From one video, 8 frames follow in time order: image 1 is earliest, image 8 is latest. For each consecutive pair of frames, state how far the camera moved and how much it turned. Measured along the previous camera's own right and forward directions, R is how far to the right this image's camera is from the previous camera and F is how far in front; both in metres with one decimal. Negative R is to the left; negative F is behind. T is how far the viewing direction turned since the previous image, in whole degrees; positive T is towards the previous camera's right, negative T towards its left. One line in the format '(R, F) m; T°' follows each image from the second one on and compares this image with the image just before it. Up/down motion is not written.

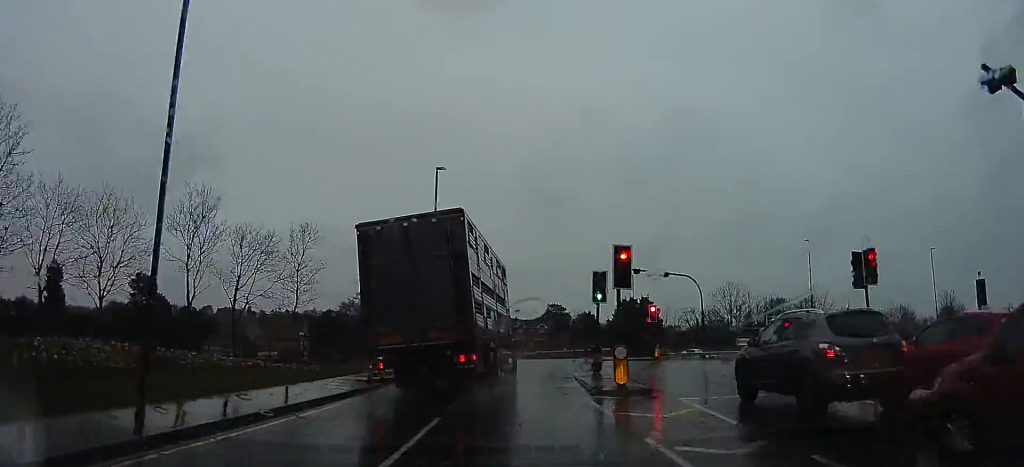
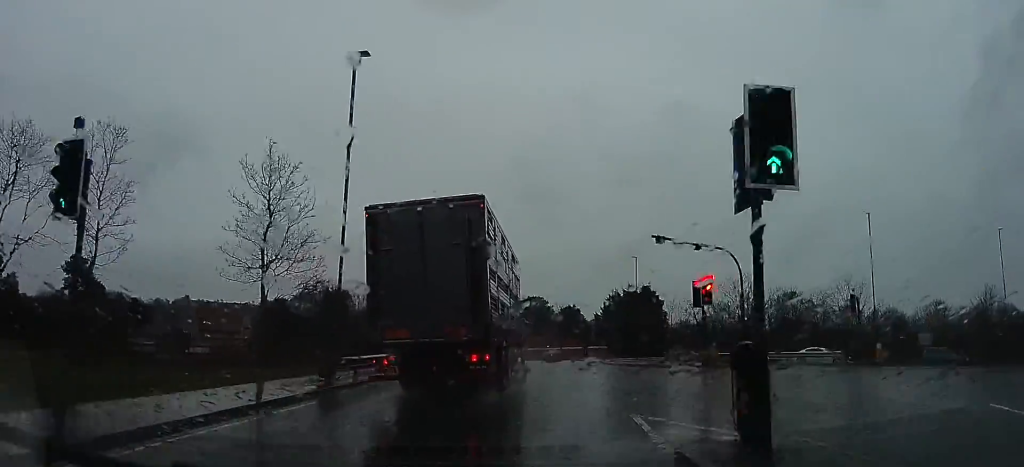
(0.0, +13.4) m; 0°
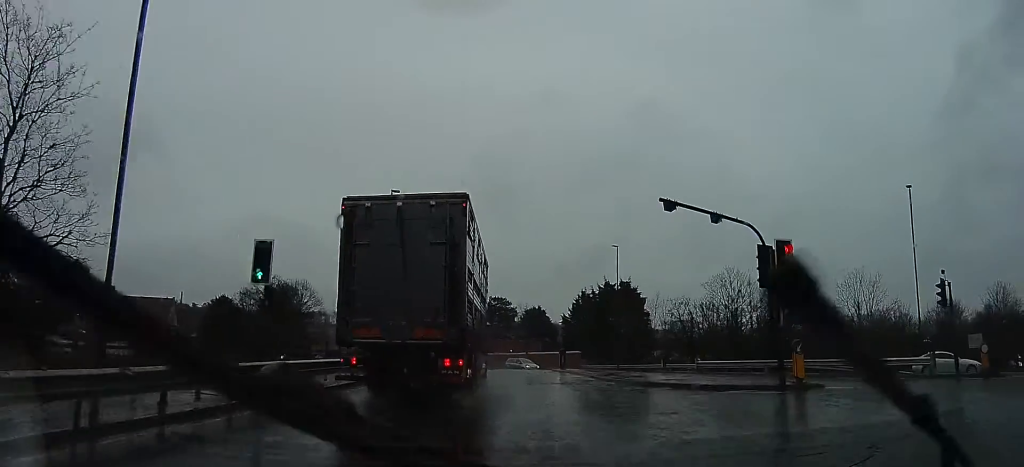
(0.0, +9.9) m; +2°
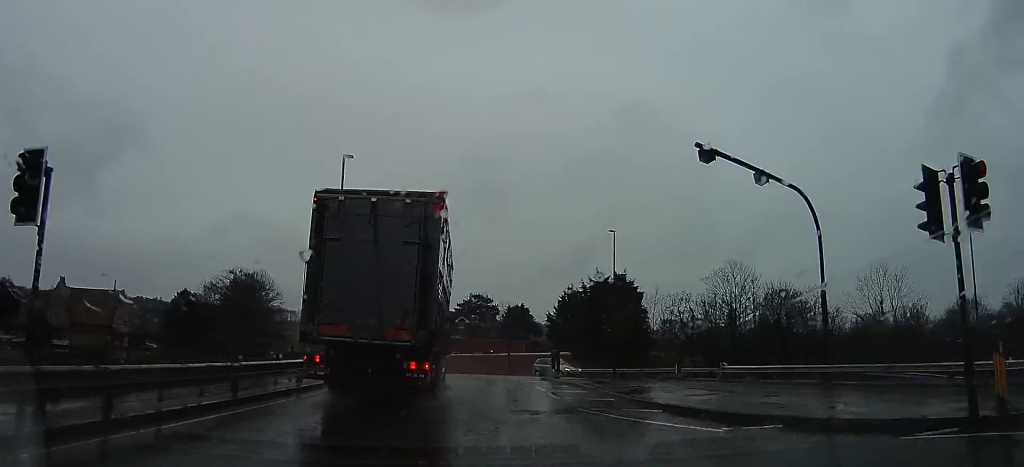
(0.0, +7.2) m; +2°
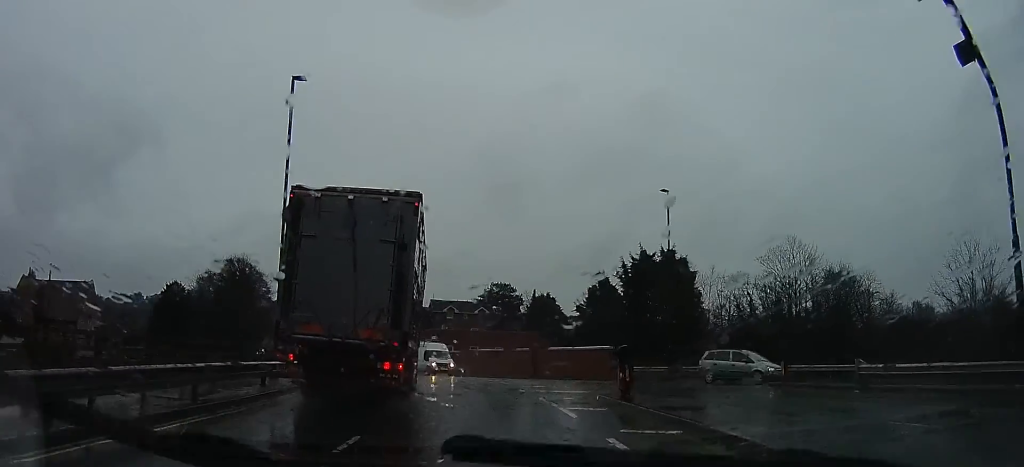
(+0.6, +9.8) m; -1°
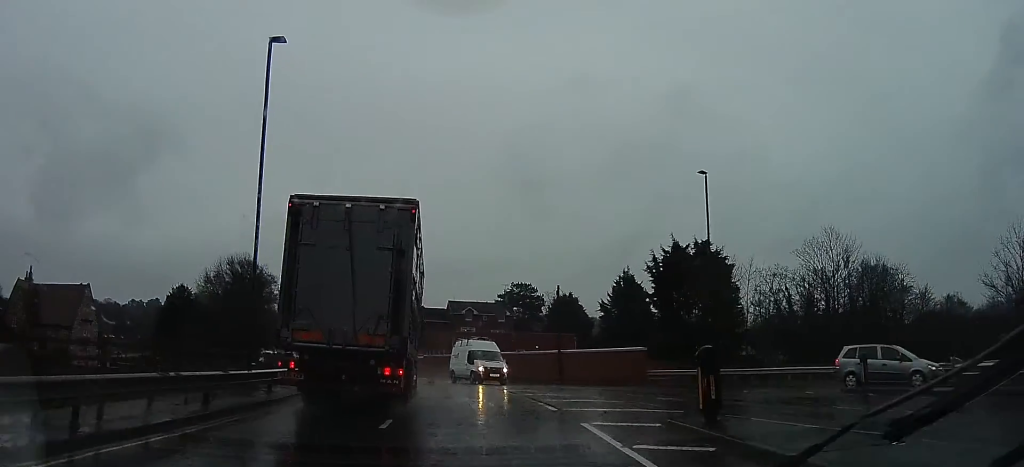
(-0.3, +3.7) m; -2°
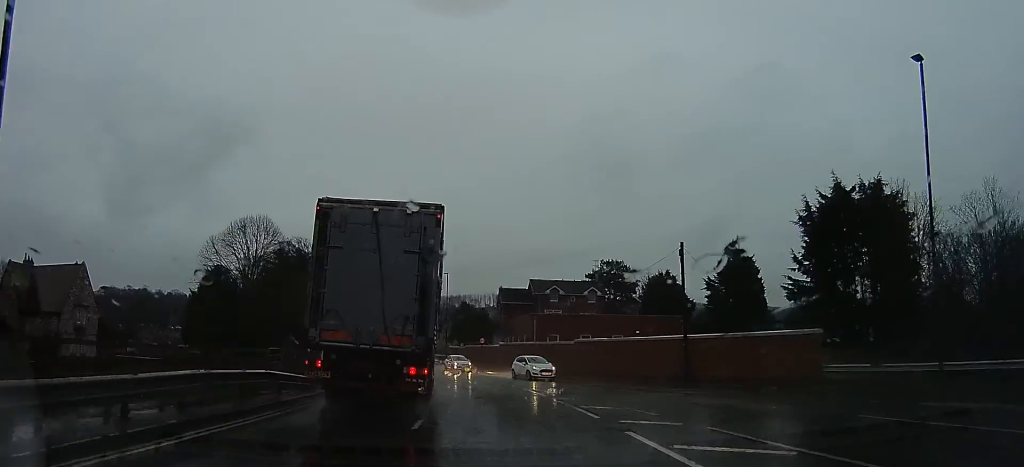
(-0.5, +12.0) m; -7°
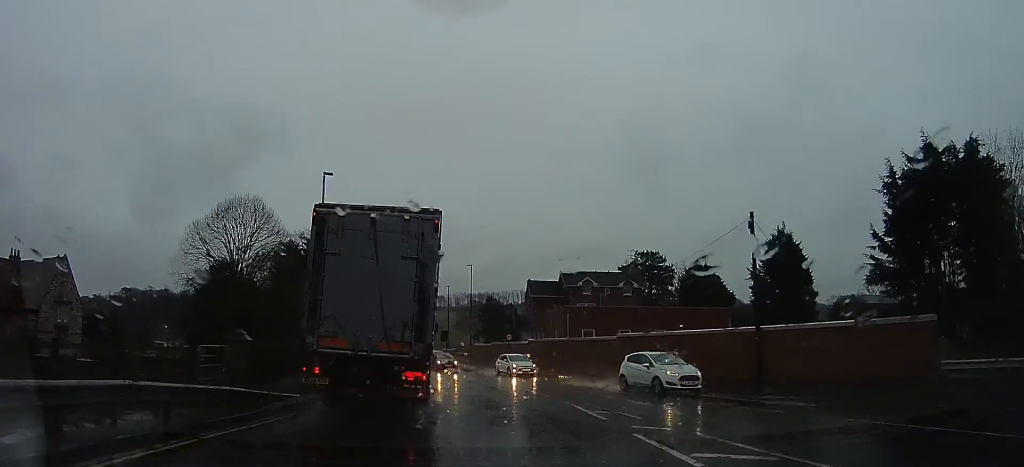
(-0.4, +5.4) m; -3°
